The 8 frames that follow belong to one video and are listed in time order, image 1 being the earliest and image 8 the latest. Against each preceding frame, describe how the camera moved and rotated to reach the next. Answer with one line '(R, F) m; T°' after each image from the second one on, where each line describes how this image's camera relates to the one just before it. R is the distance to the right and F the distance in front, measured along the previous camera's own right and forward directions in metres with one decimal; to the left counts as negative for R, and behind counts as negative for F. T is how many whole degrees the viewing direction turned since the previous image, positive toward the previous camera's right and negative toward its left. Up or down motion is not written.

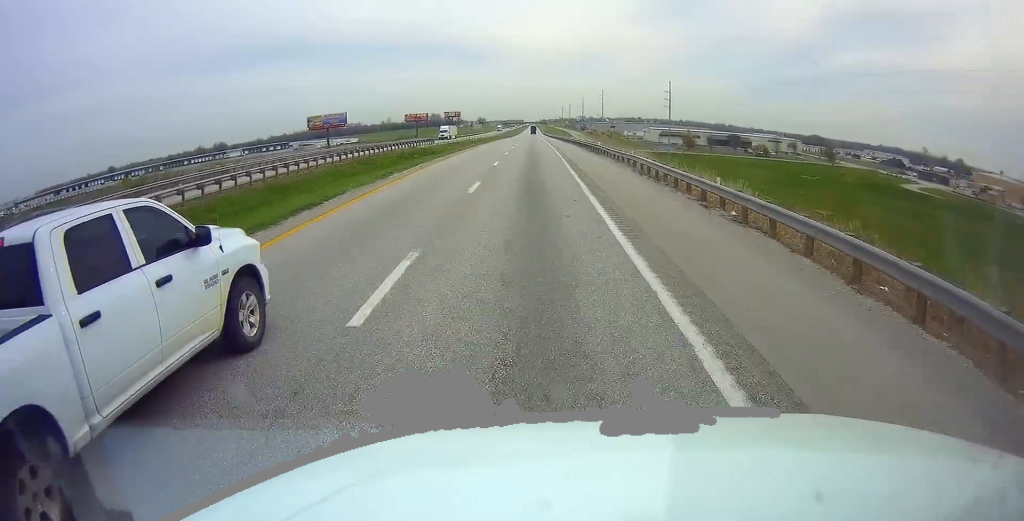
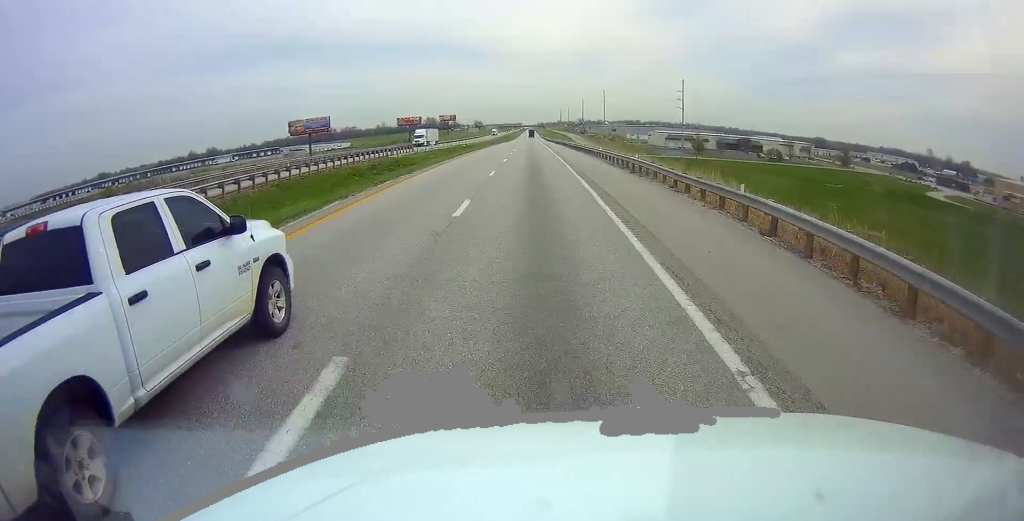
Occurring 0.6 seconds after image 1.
(-0.1, +16.8) m; 0°
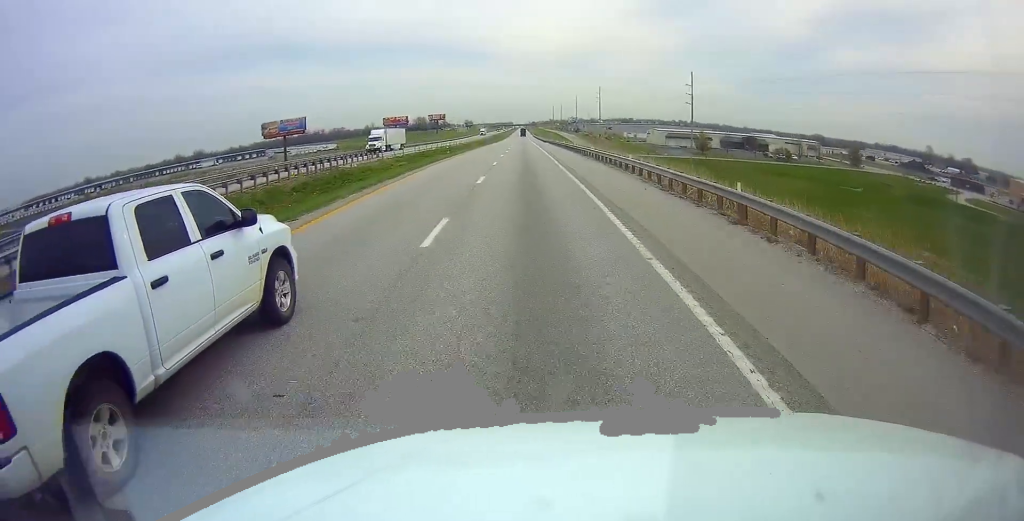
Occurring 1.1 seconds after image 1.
(+0.2, +15.8) m; 0°
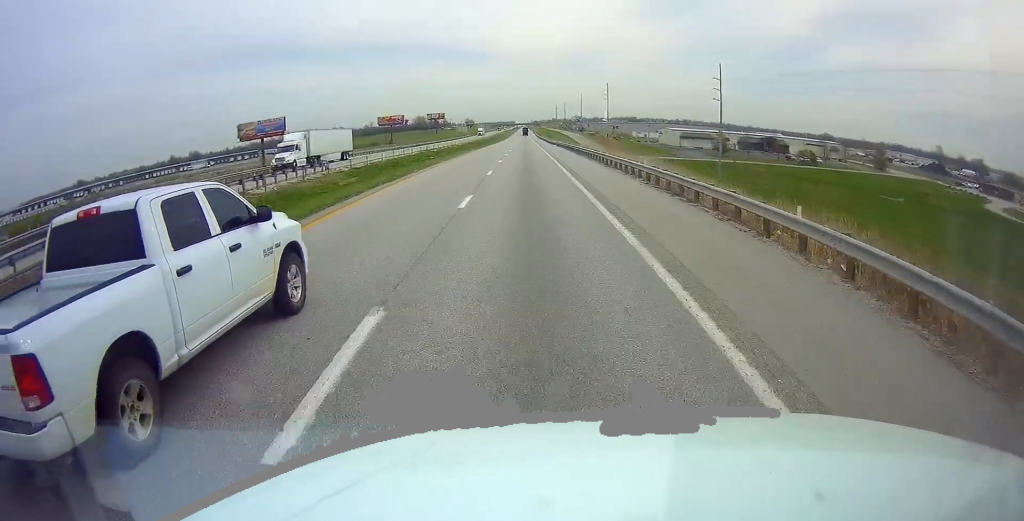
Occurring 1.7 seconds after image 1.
(-0.1, +18.9) m; 0°
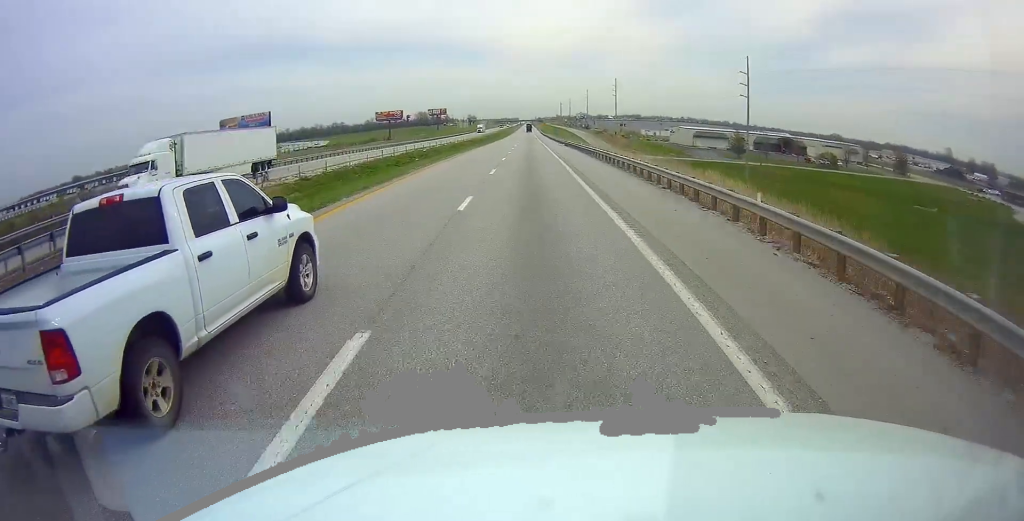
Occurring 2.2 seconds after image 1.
(-0.2, +13.0) m; 0°
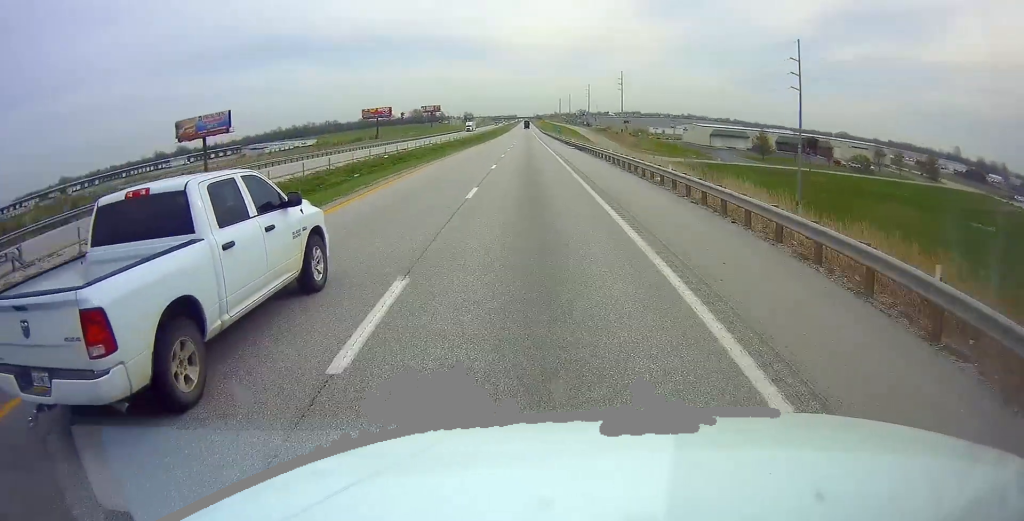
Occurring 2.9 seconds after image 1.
(+0.2, +22.1) m; 0°
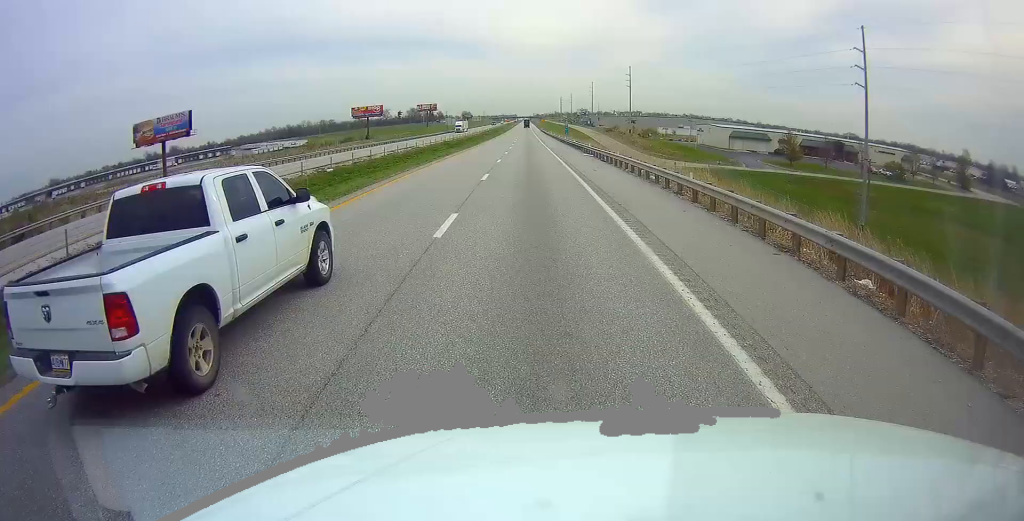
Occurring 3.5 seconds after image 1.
(+0.1, +18.3) m; 0°
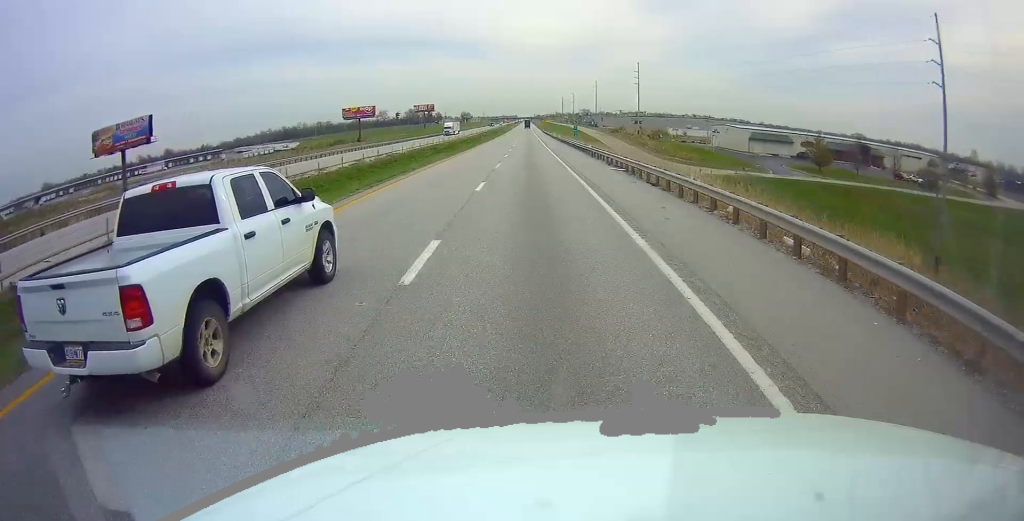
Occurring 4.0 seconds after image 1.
(0.0, +15.4) m; 0°
